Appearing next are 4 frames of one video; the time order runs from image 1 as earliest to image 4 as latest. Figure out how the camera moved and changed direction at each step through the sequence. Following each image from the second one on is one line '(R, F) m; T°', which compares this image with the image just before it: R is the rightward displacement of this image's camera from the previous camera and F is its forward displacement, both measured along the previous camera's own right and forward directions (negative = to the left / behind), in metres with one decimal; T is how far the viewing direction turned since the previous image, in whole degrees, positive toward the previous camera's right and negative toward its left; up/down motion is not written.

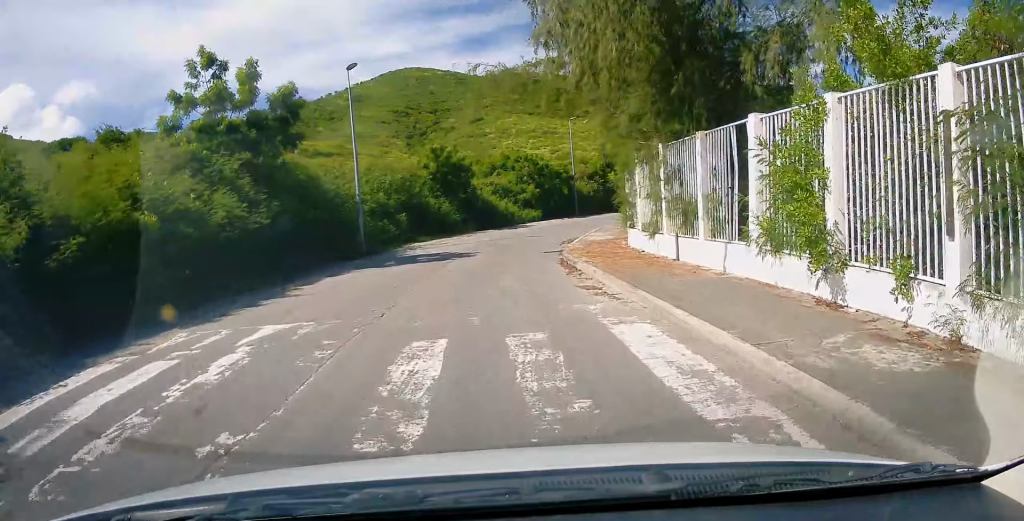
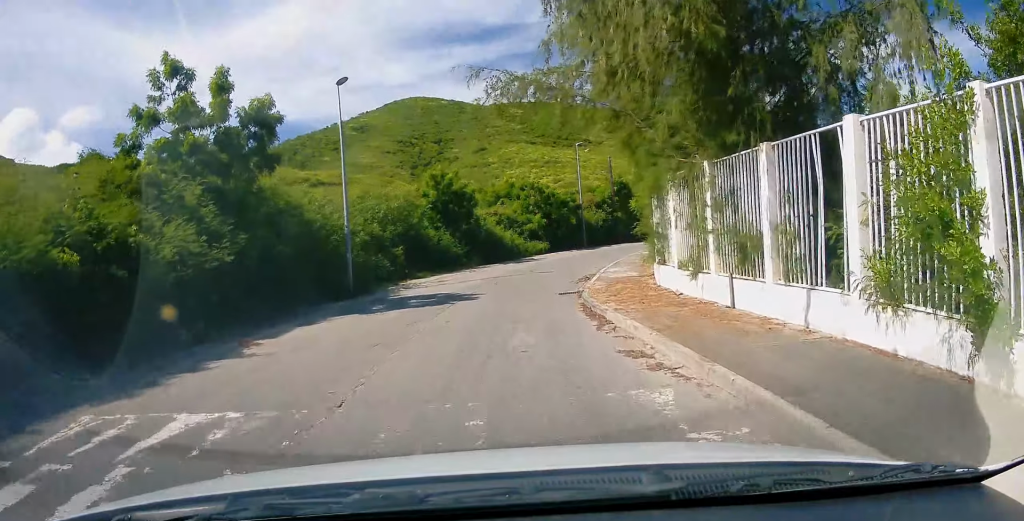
(0.0, +2.7) m; 0°
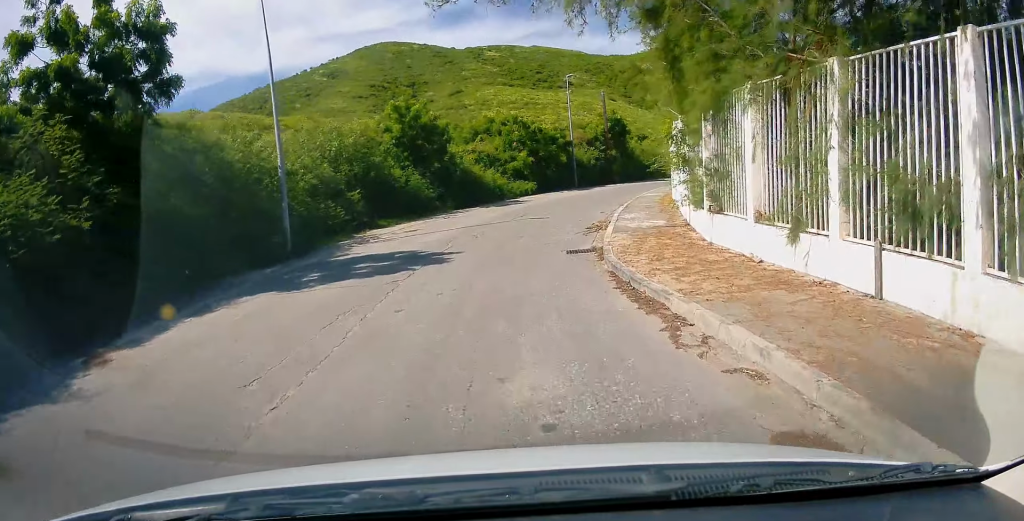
(0.0, +4.3) m; 0°
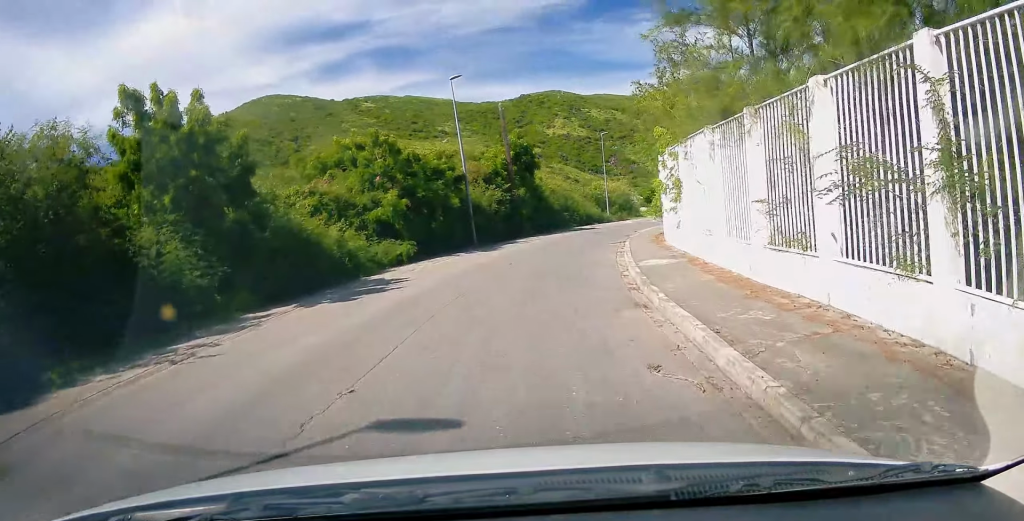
(+1.1, +13.5) m; +14°
